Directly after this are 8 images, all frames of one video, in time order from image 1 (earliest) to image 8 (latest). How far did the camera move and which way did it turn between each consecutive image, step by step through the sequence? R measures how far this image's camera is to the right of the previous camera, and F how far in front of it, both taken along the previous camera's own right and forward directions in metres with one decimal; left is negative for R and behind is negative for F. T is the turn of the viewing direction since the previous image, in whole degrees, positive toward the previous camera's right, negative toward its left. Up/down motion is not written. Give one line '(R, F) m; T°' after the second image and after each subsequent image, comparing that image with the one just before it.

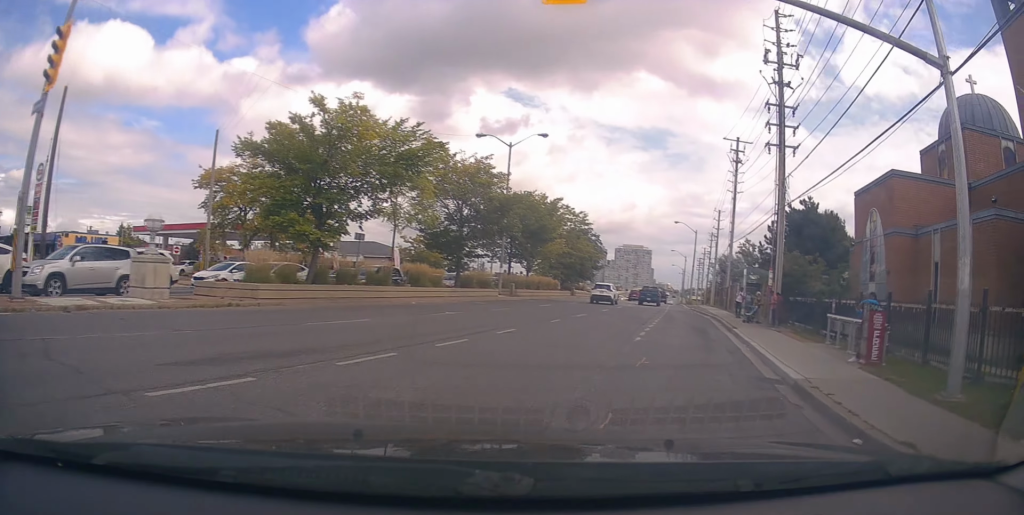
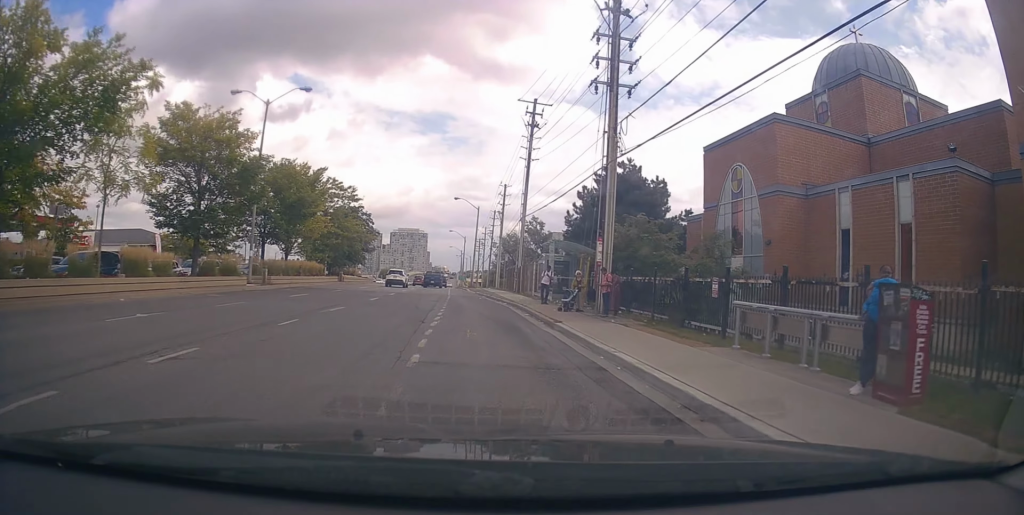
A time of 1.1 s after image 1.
(+1.4, +6.1) m; +19°
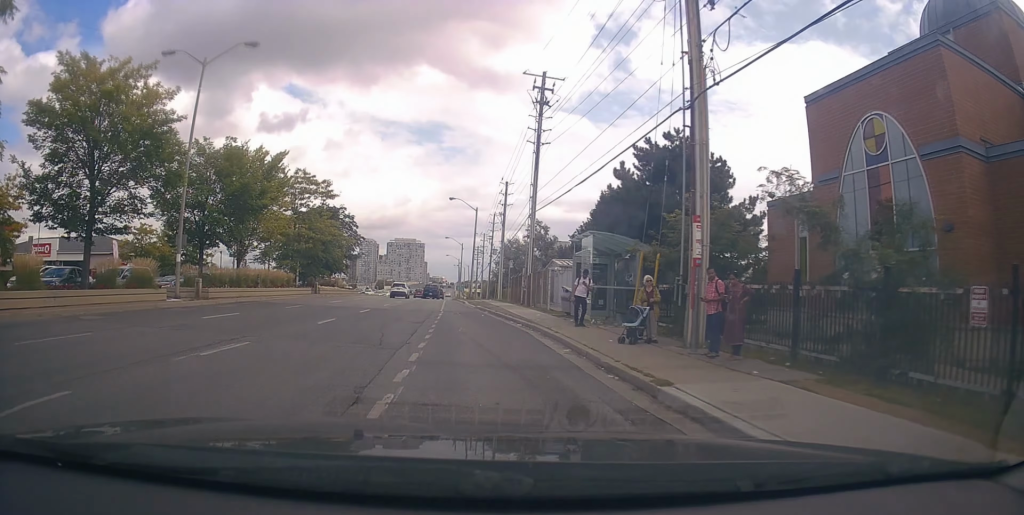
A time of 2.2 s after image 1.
(+0.5, +8.0) m; +2°
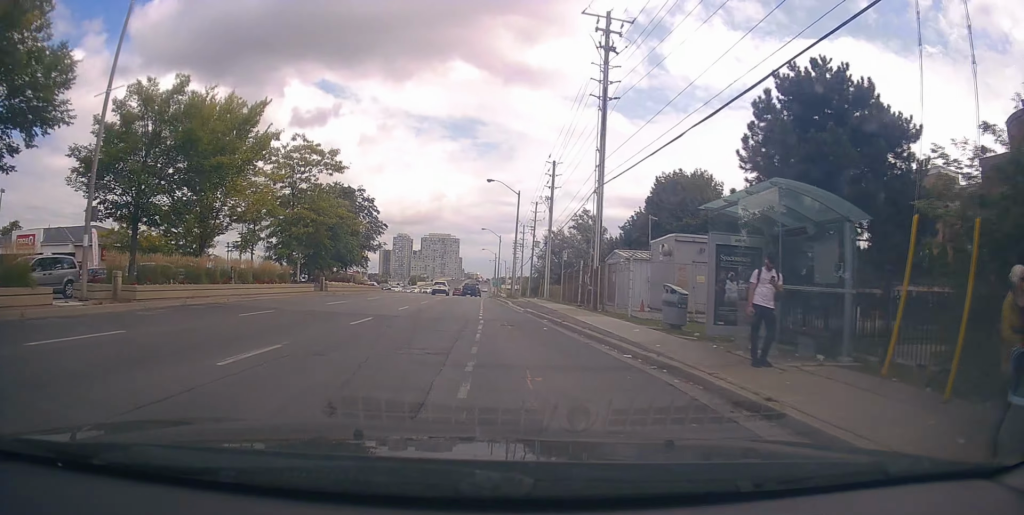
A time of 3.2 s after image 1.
(-0.3, +8.4) m; +1°
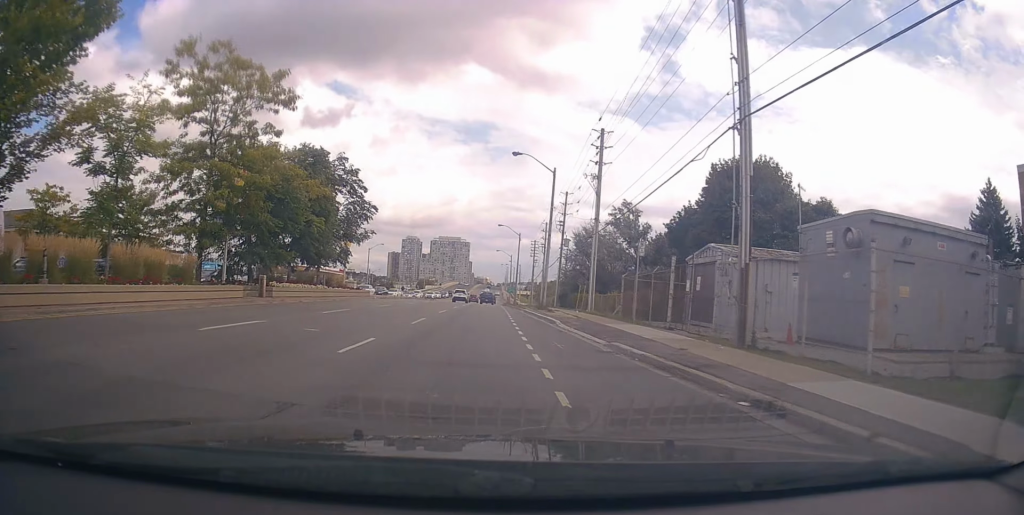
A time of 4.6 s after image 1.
(+0.5, +13.1) m; +2°
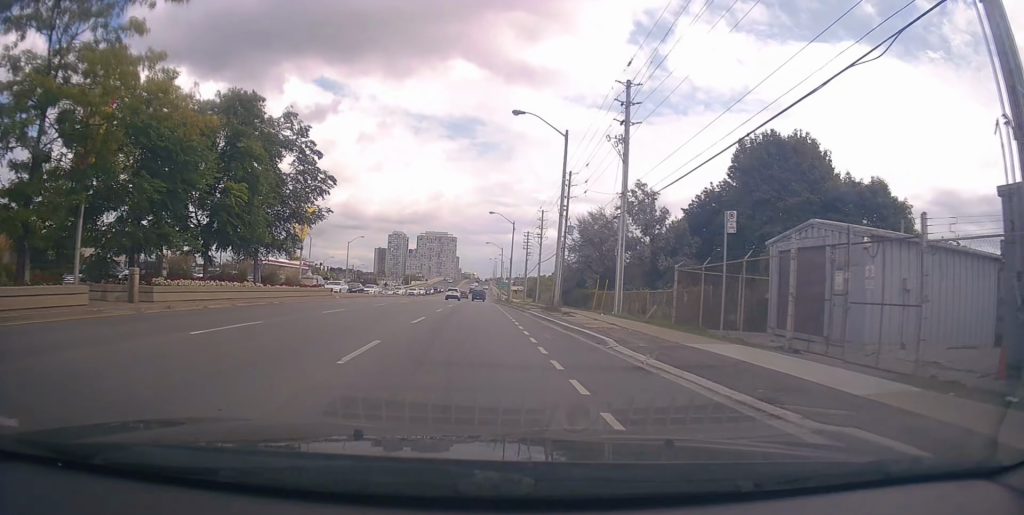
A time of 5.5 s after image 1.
(-0.1, +9.2) m; -2°
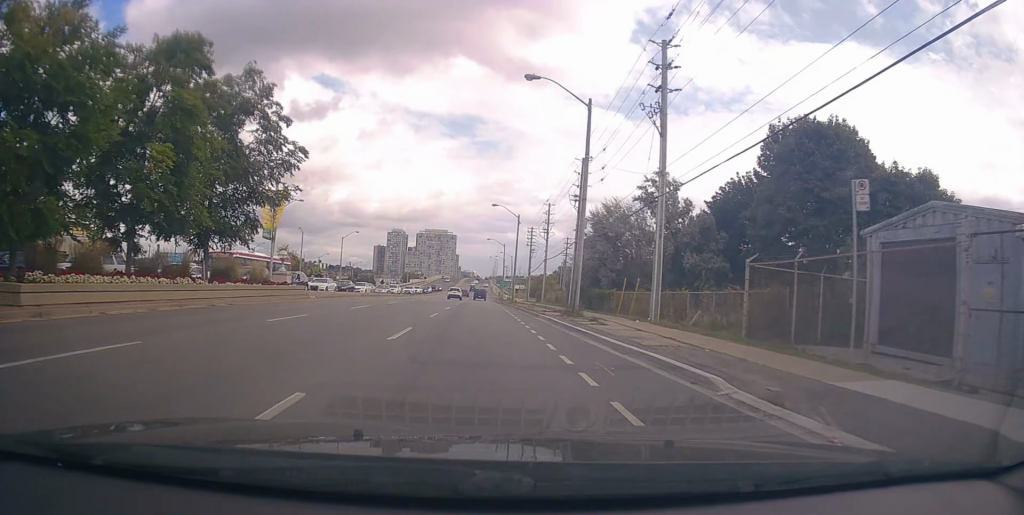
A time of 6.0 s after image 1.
(+0.2, +5.5) m; -3°
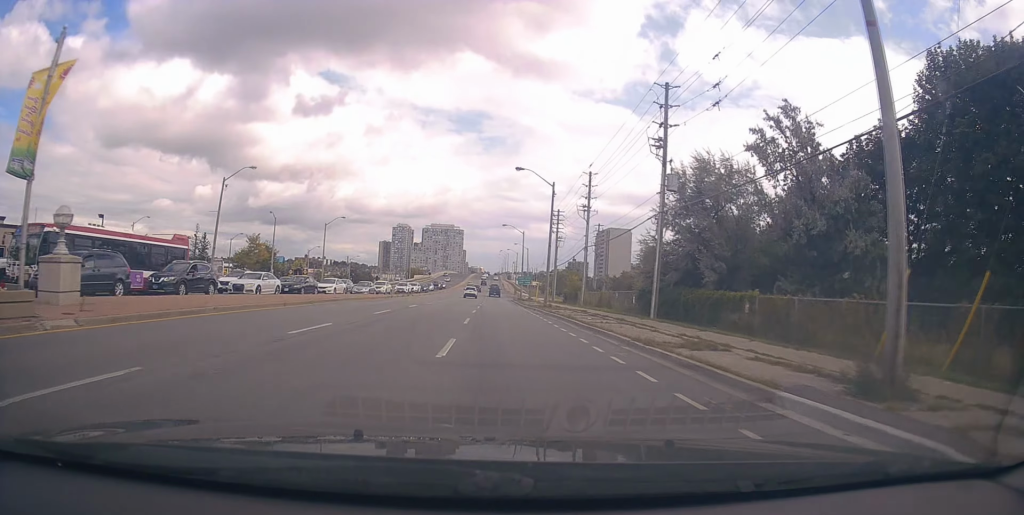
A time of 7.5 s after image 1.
(-0.4, +19.0) m; +3°
